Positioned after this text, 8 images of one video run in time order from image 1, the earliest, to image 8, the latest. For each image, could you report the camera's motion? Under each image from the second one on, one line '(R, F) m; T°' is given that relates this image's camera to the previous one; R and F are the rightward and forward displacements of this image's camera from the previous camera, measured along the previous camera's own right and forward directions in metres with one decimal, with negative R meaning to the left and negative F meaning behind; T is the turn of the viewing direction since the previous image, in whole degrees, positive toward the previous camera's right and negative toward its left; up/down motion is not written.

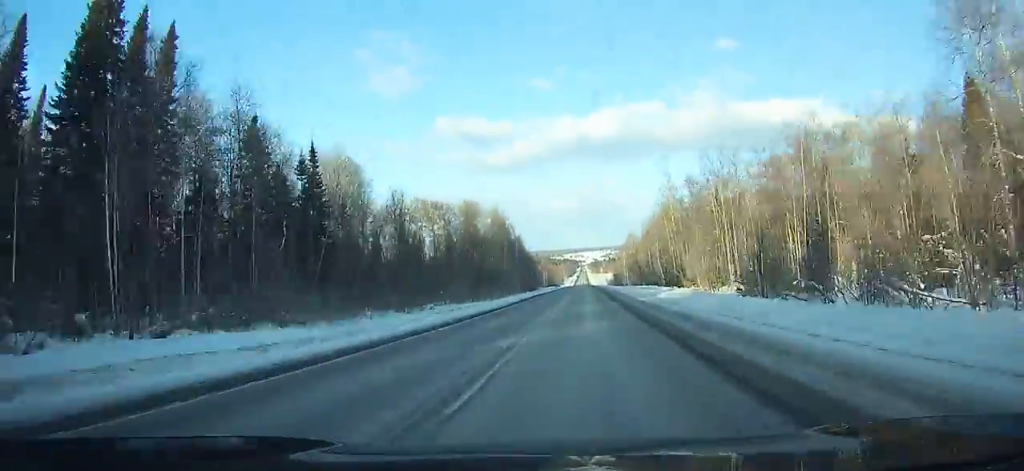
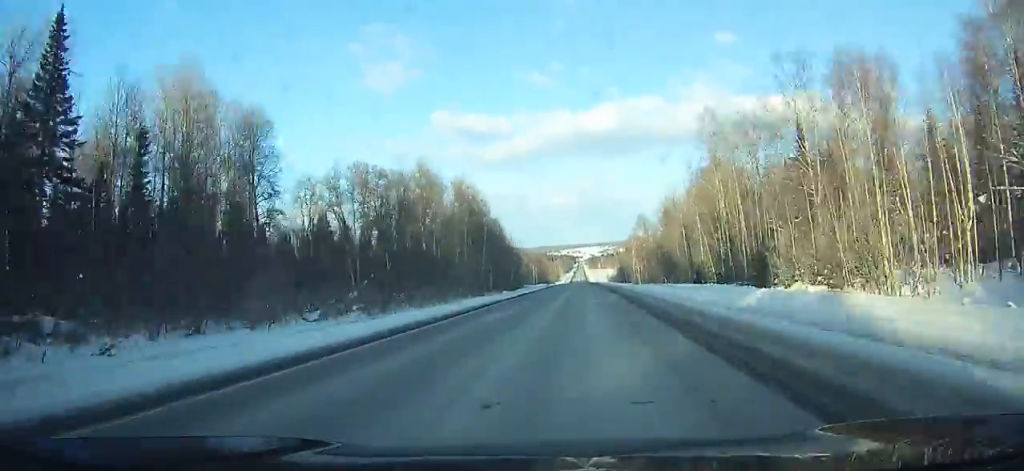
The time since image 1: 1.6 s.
(-0.3, +41.0) m; 0°
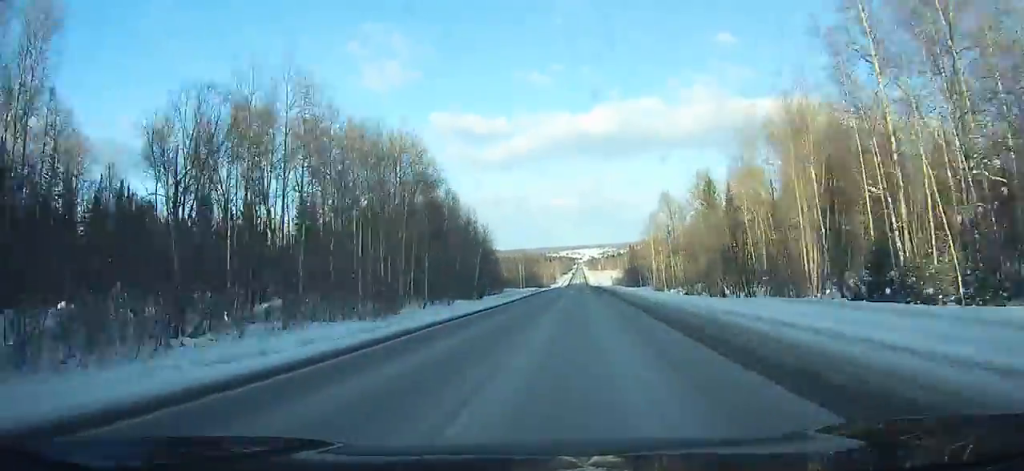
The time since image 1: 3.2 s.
(+0.3, +41.1) m; 0°
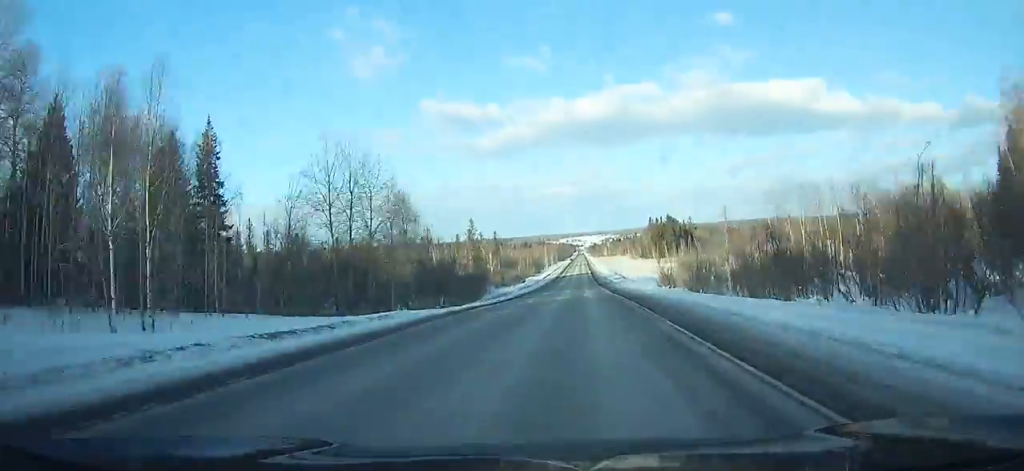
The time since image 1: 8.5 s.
(+0.3, +136.8) m; 0°
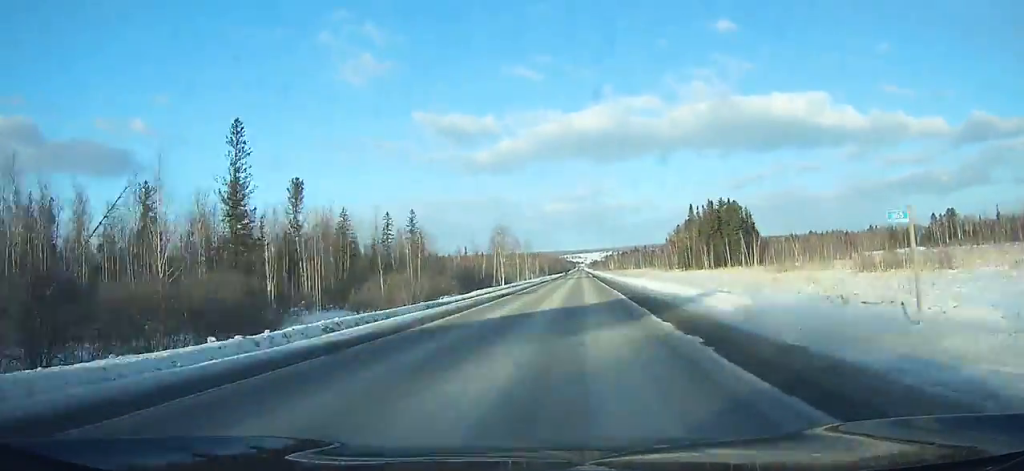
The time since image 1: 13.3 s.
(+0.3, +124.5) m; 0°
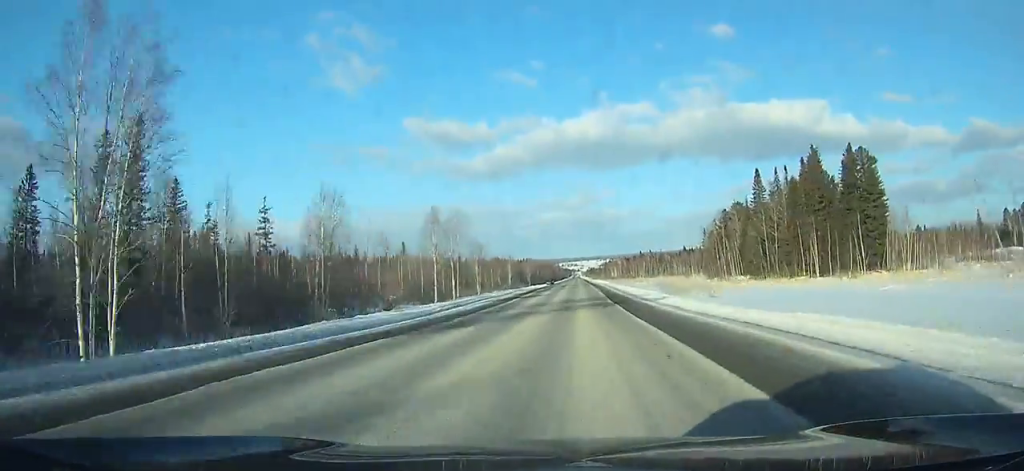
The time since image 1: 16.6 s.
(-0.2, +85.7) m; 0°
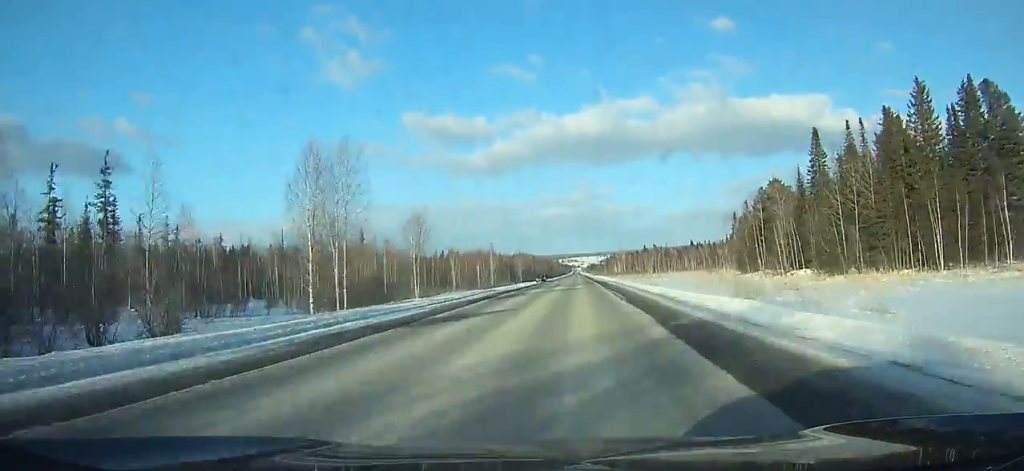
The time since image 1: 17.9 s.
(0.0, +33.7) m; 0°
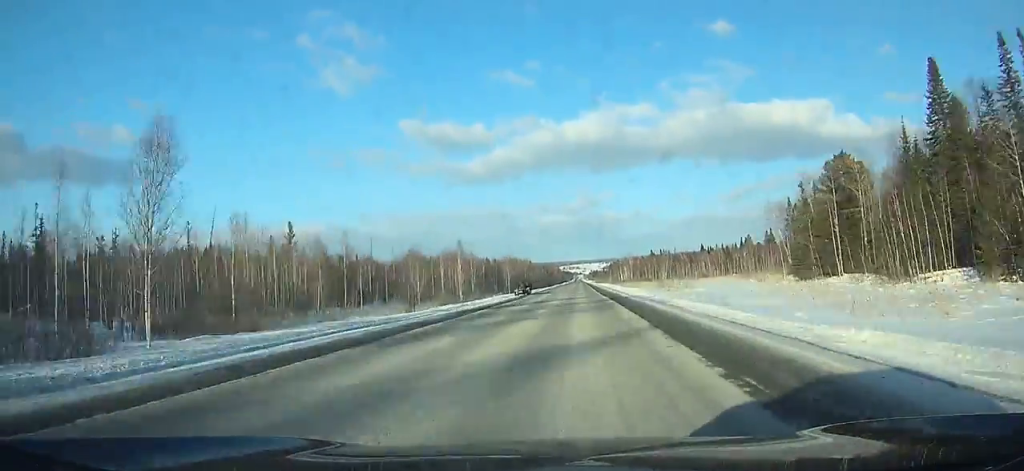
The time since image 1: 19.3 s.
(0.0, +36.2) m; 0°
